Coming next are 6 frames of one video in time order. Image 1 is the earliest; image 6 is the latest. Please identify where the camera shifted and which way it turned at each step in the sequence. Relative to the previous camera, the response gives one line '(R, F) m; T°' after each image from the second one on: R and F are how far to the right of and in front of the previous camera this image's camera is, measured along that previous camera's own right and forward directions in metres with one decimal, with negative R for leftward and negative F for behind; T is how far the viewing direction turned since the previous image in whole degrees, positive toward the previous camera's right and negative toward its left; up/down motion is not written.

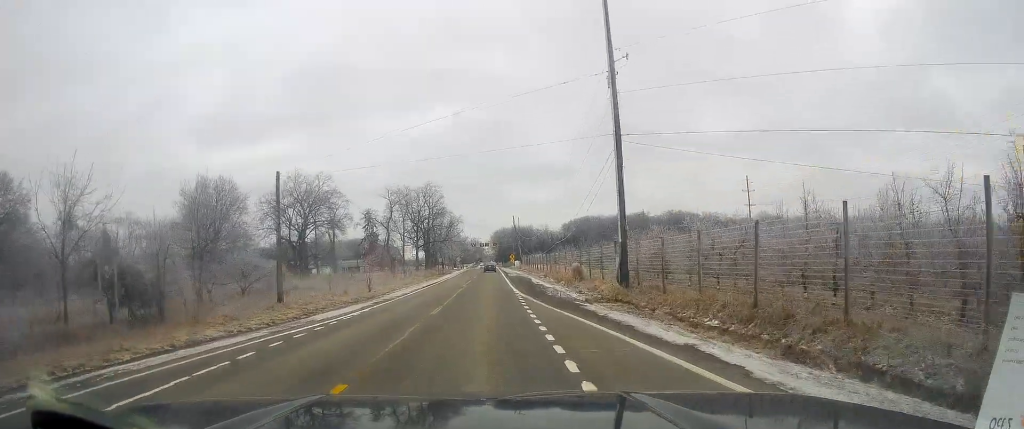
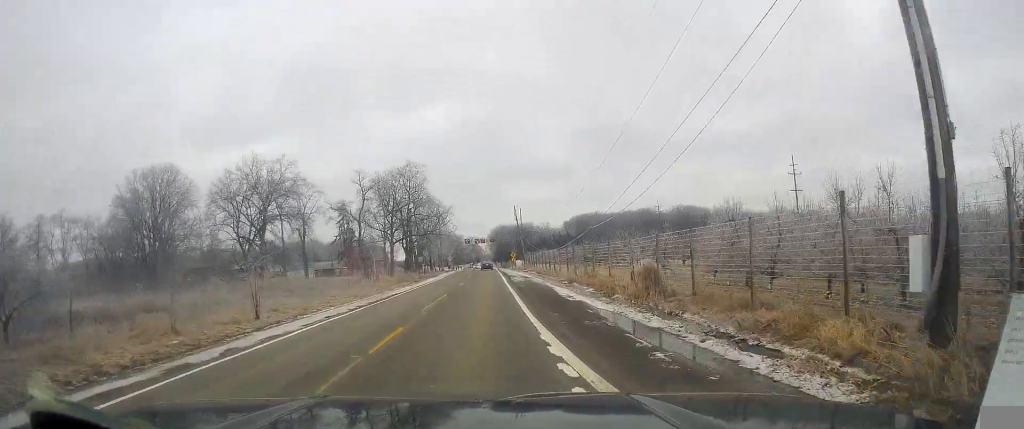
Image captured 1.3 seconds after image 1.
(+0.8, +20.0) m; +3°
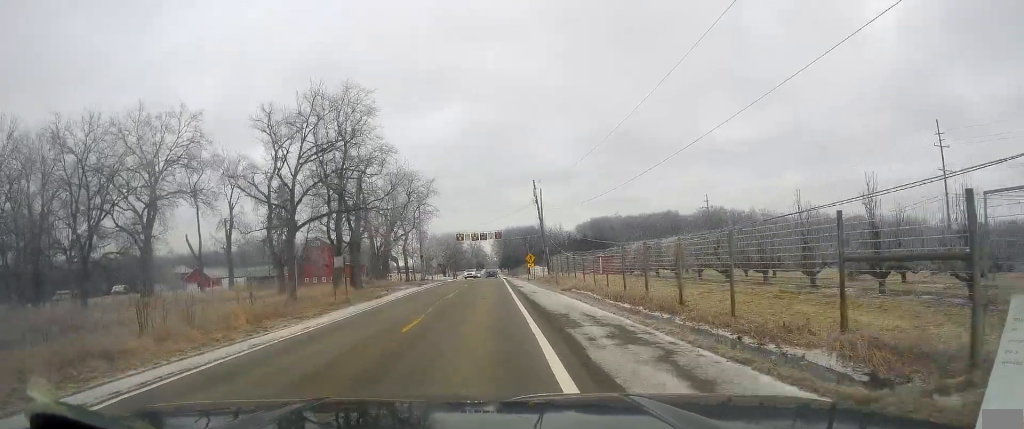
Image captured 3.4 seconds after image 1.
(-1.1, +38.5) m; -3°
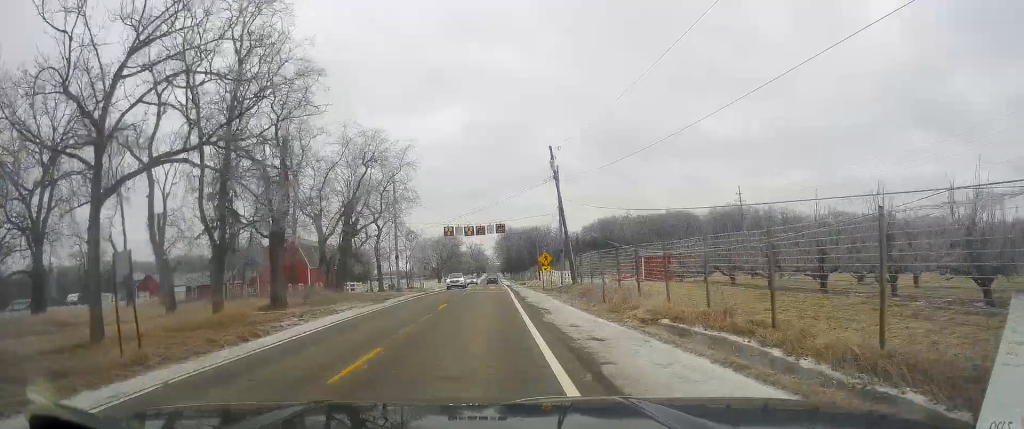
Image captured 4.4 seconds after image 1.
(0.0, +20.7) m; 0°
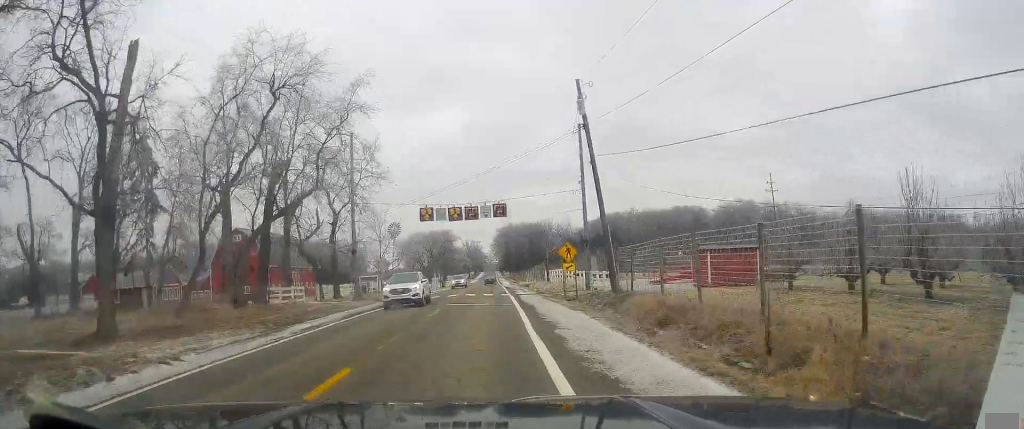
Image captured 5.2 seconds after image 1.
(0.0, +17.9) m; 0°
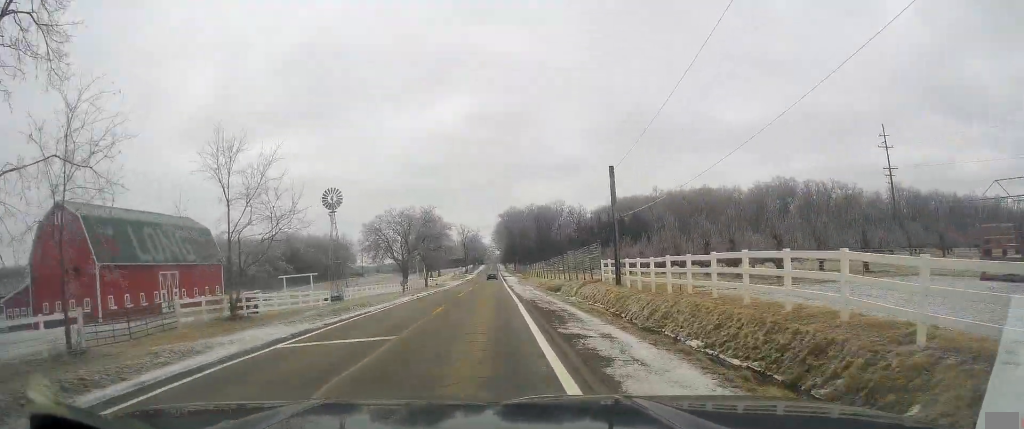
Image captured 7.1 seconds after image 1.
(+1.0, +40.5) m; +3°
